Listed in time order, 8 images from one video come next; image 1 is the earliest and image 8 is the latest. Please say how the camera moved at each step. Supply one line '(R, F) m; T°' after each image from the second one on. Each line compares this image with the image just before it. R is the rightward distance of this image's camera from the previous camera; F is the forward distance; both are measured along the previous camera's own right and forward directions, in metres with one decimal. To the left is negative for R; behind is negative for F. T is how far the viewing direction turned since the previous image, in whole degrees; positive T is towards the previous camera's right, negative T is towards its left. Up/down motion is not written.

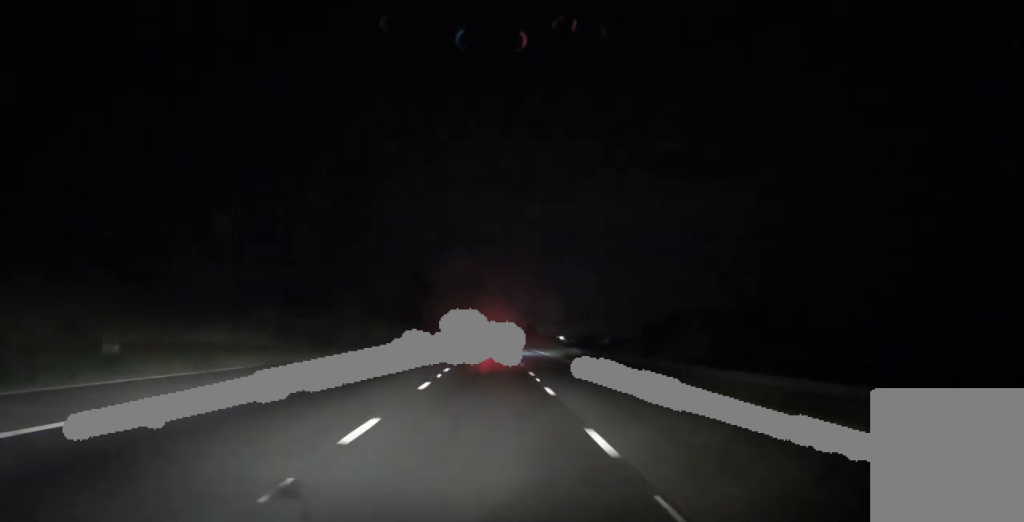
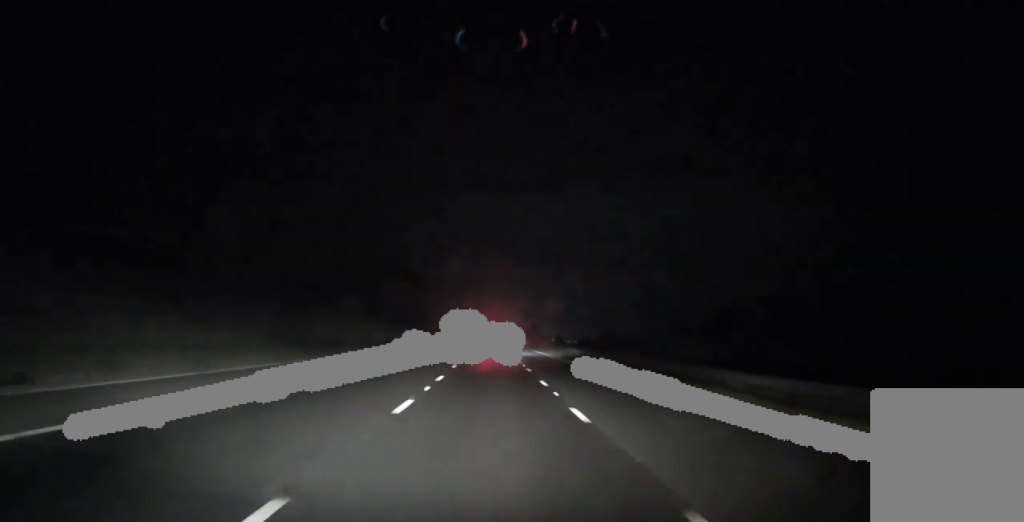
(-0.1, +23.0) m; 0°
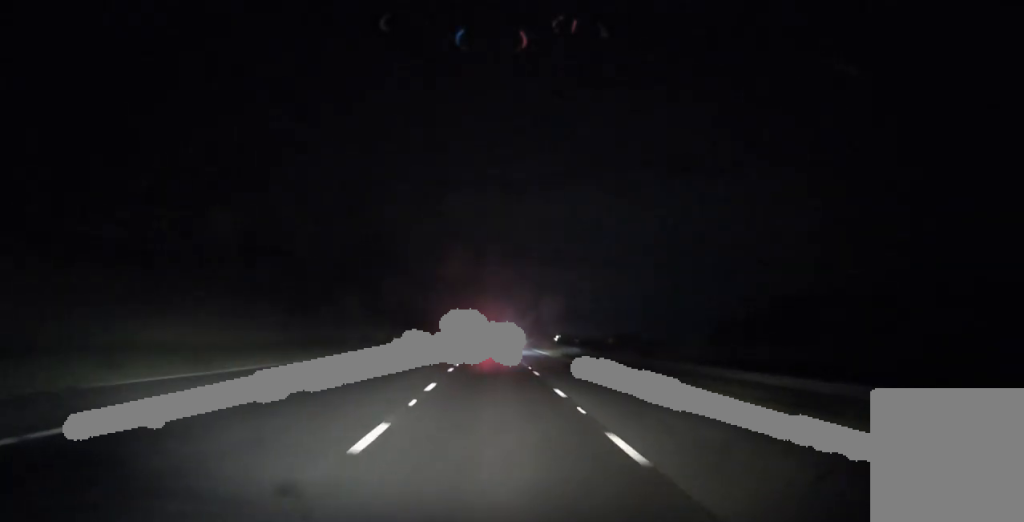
(+0.3, +22.1) m; 0°
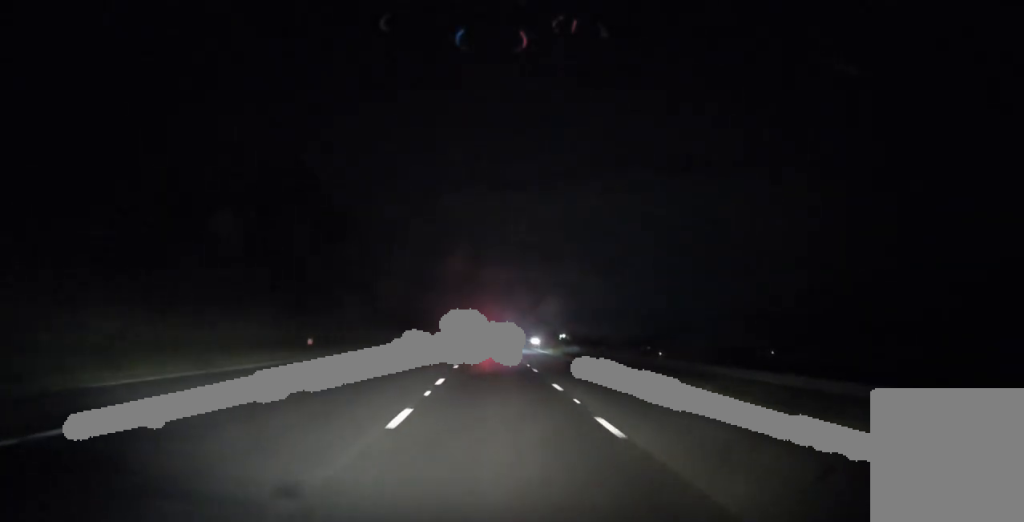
(-0.2, +33.6) m; 0°
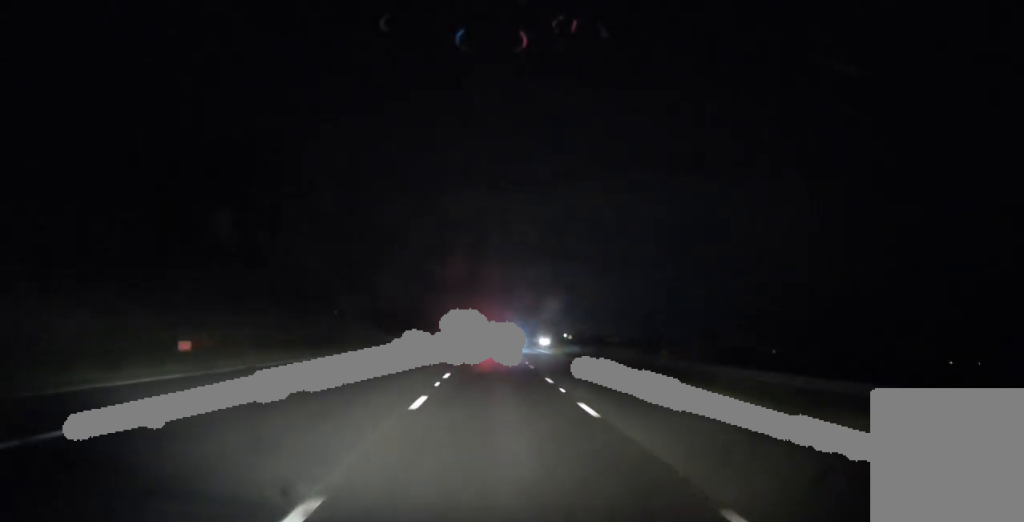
(0.0, +15.7) m; 0°
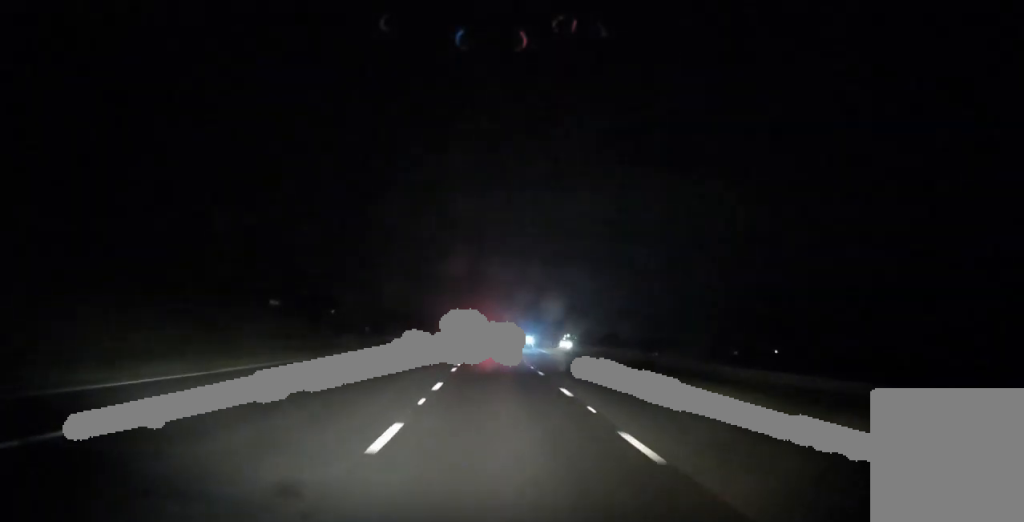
(0.0, +23.0) m; 0°
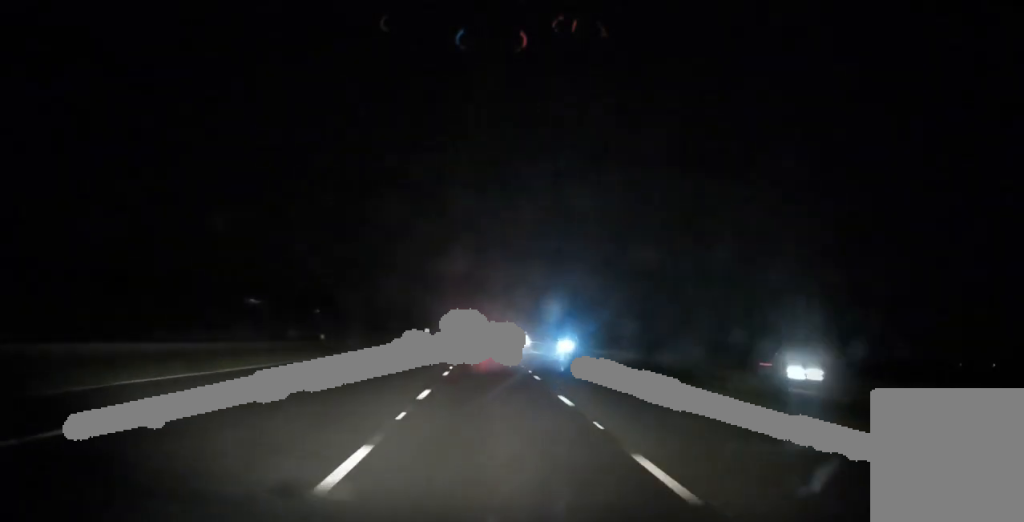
(+0.3, +56.2) m; 0°
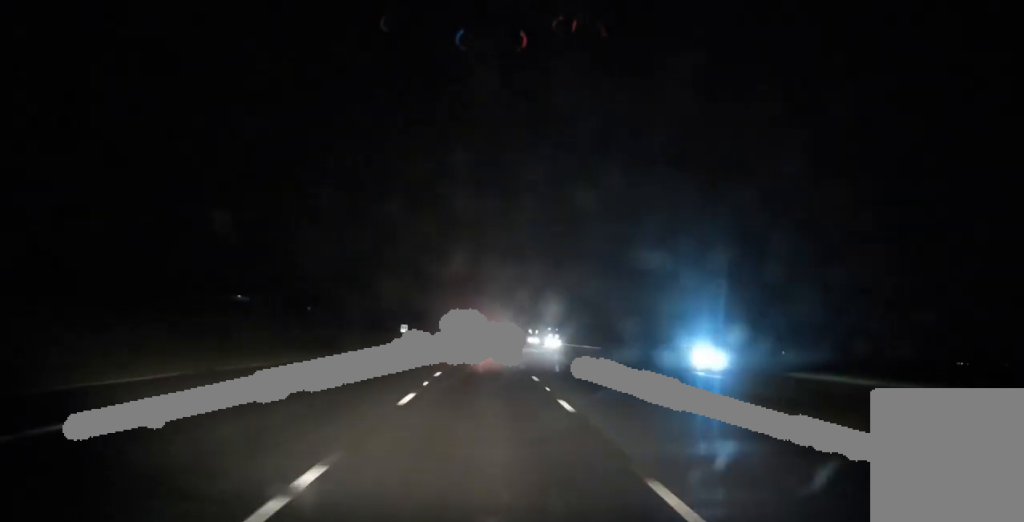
(-0.4, +45.9) m; -1°
